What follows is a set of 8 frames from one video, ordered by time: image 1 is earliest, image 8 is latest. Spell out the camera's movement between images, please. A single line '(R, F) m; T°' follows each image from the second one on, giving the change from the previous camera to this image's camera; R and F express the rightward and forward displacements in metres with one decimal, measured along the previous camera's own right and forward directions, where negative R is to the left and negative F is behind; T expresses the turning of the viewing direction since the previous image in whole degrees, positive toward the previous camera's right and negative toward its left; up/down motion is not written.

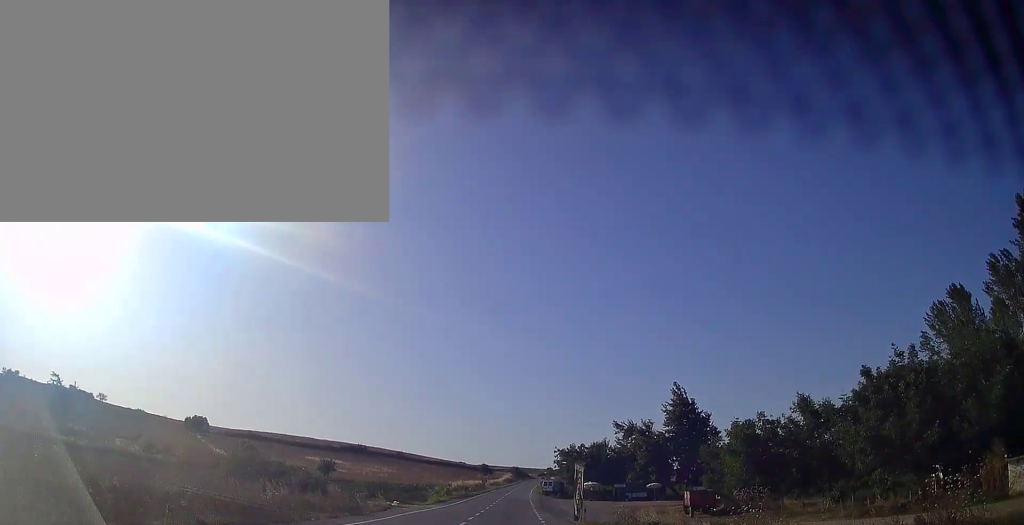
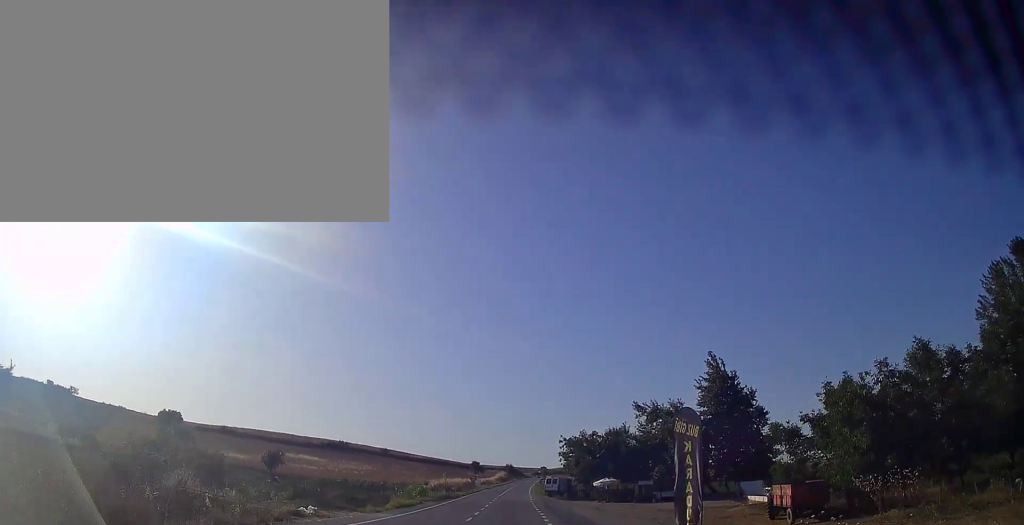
(+0.2, +17.7) m; 0°
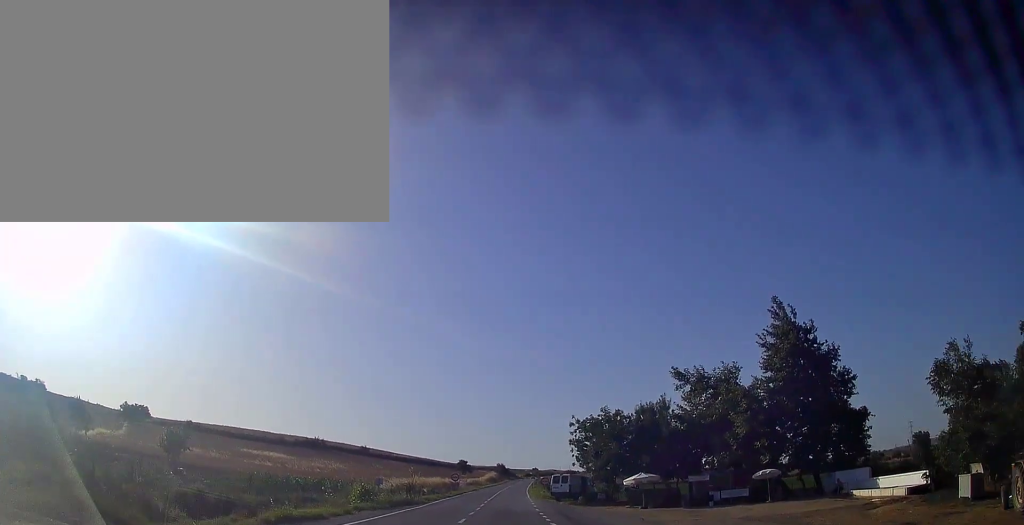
(+0.1, +19.4) m; +1°
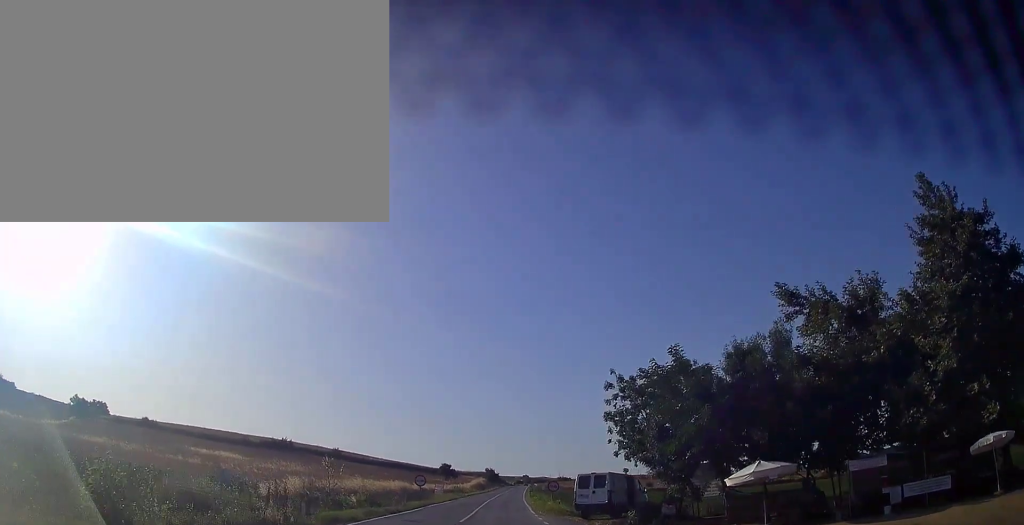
(+0.1, +22.1) m; +1°
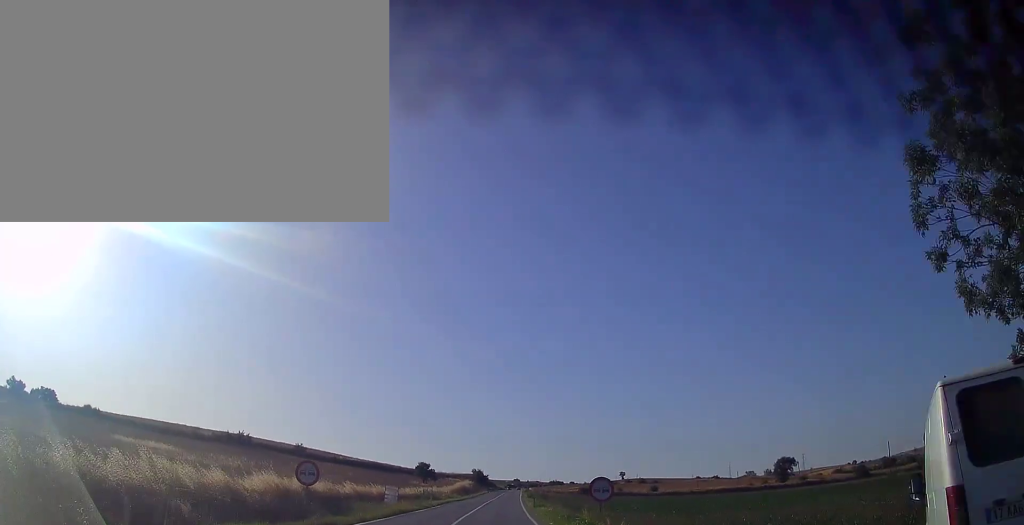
(+0.4, +25.5) m; +1°
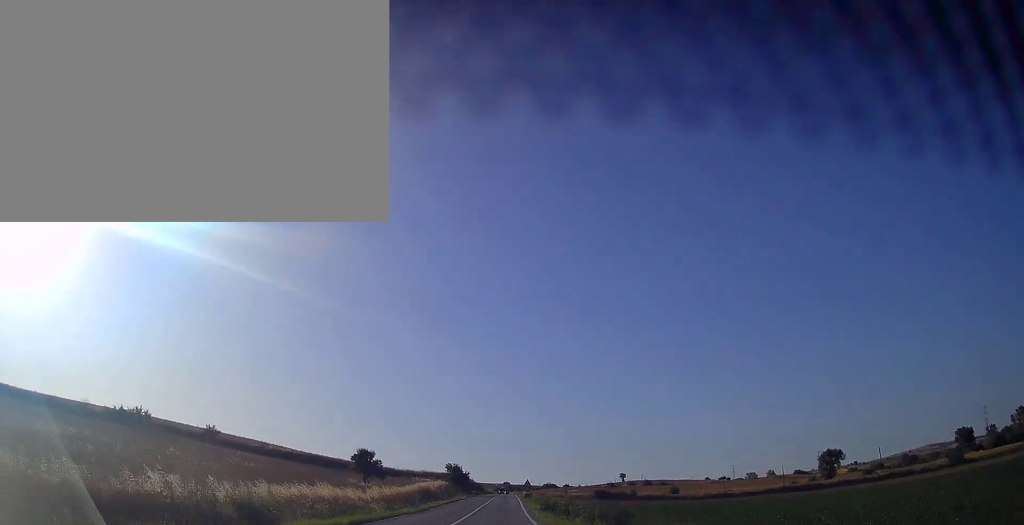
(+0.4, +44.7) m; +1°
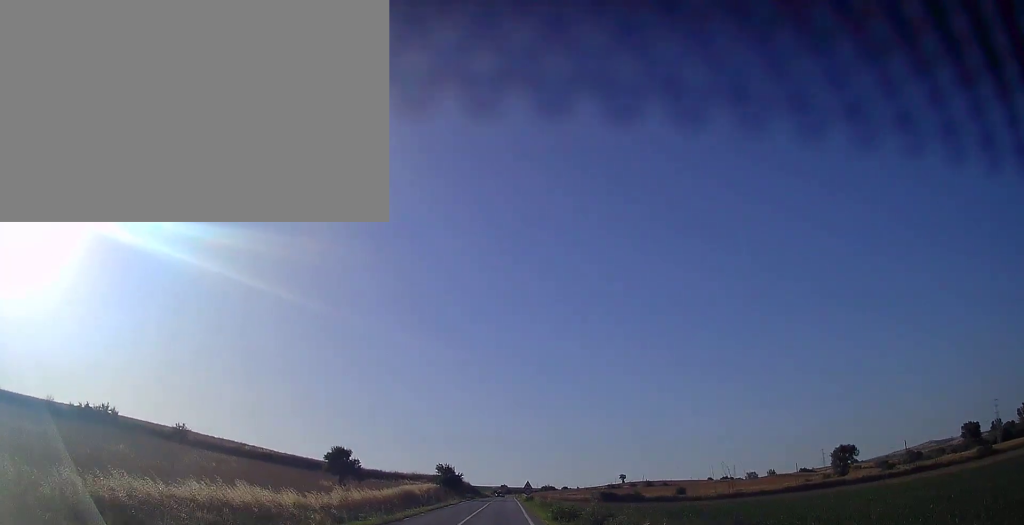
(+0.1, +10.5) m; 0°
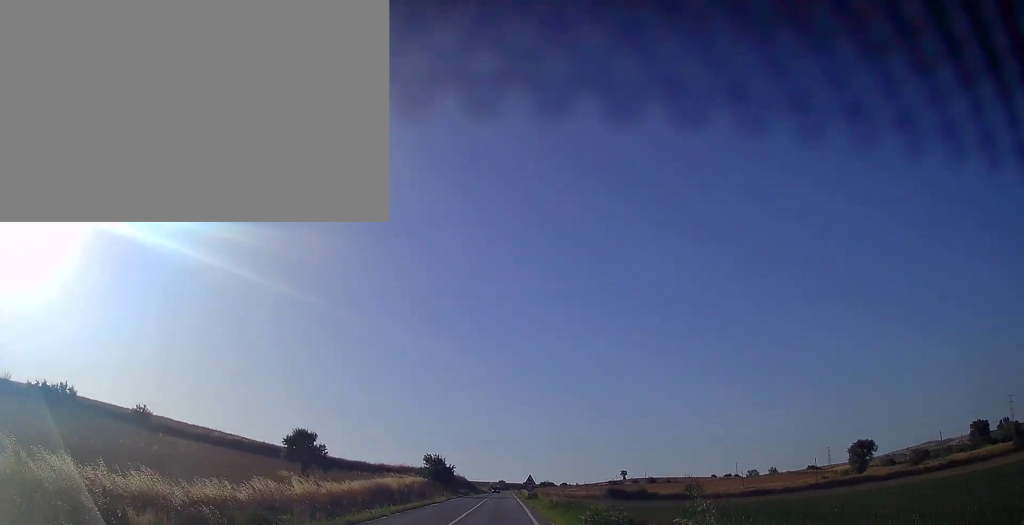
(+0.1, +12.2) m; 0°
